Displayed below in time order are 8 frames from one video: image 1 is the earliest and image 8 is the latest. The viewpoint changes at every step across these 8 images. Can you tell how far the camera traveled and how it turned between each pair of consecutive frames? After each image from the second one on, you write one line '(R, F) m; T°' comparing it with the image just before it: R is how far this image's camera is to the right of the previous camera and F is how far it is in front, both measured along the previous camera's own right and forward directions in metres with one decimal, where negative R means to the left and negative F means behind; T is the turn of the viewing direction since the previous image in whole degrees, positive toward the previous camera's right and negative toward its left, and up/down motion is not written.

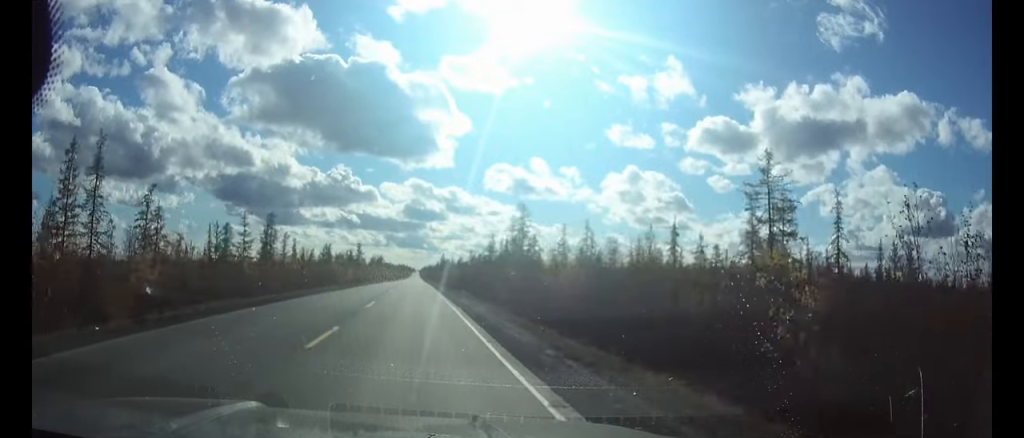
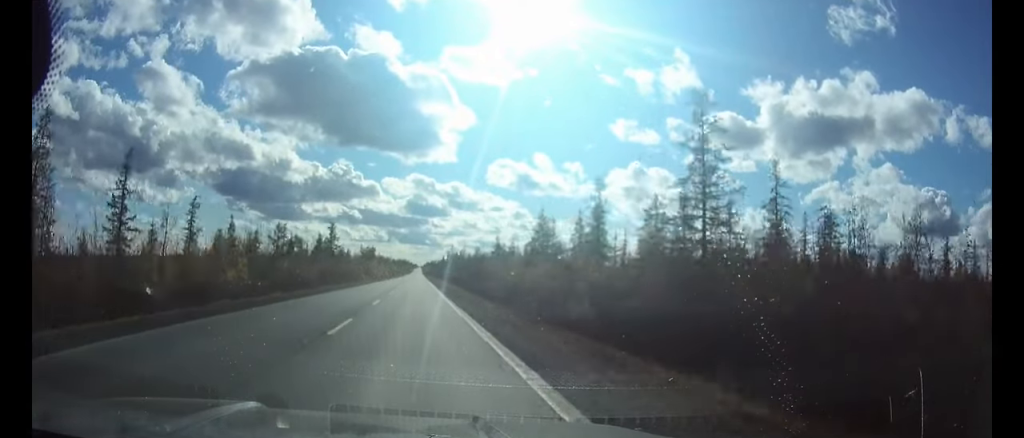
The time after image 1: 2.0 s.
(0.0, +62.6) m; 0°
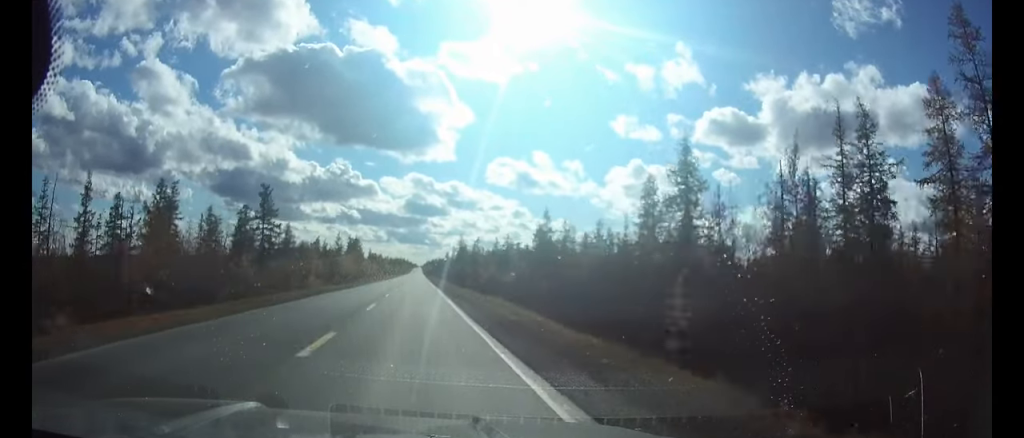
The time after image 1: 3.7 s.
(-0.1, +55.0) m; 0°
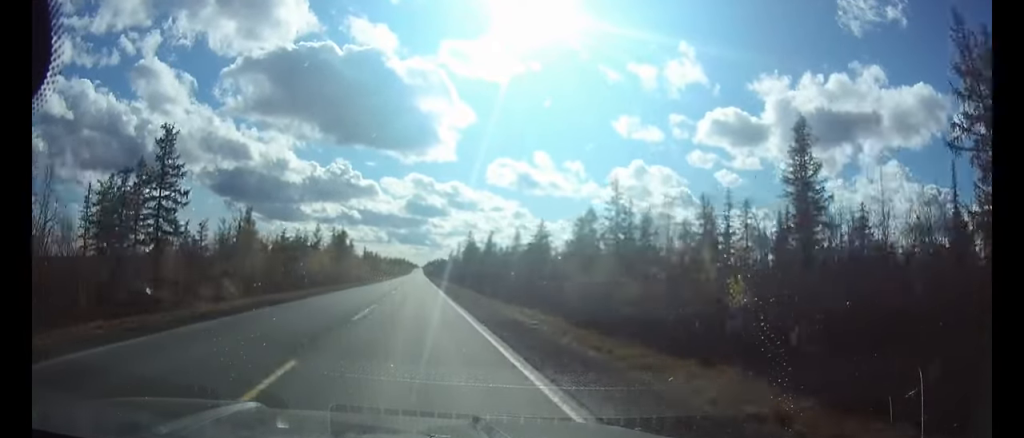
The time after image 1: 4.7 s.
(0.0, +28.9) m; 0°
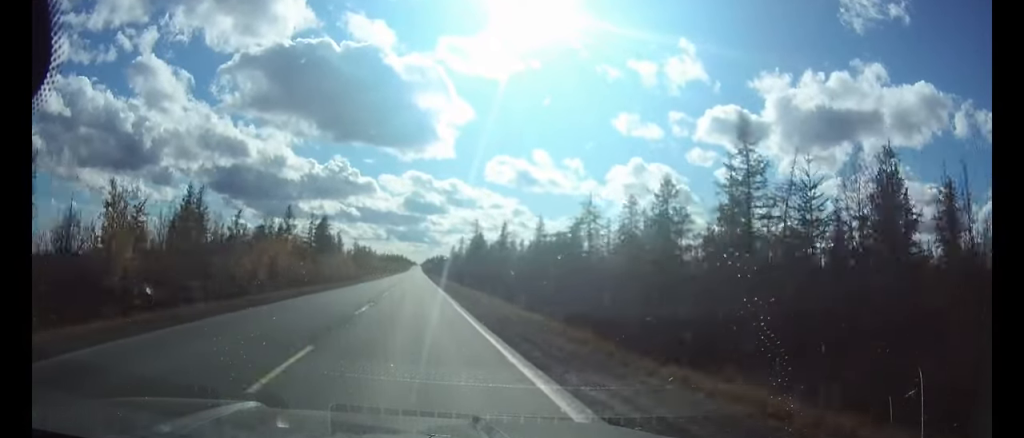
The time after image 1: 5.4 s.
(0.0, +21.8) m; 0°
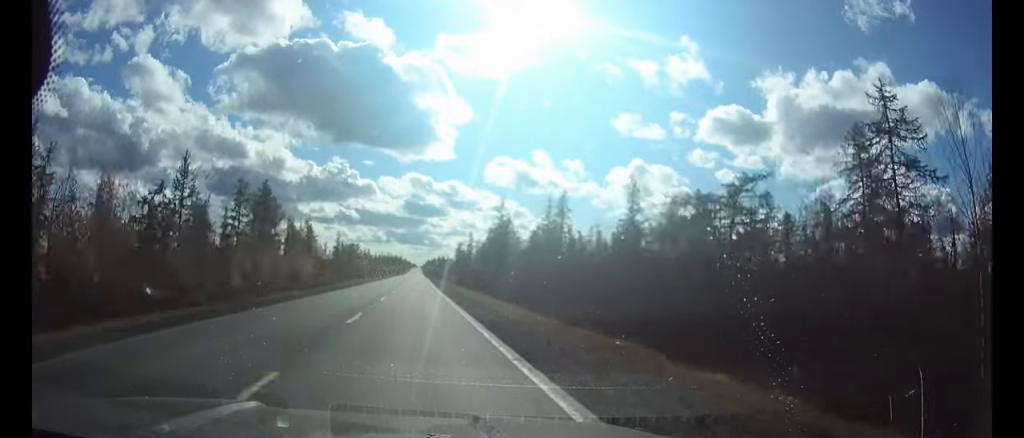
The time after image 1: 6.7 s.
(0.0, +38.7) m; 0°
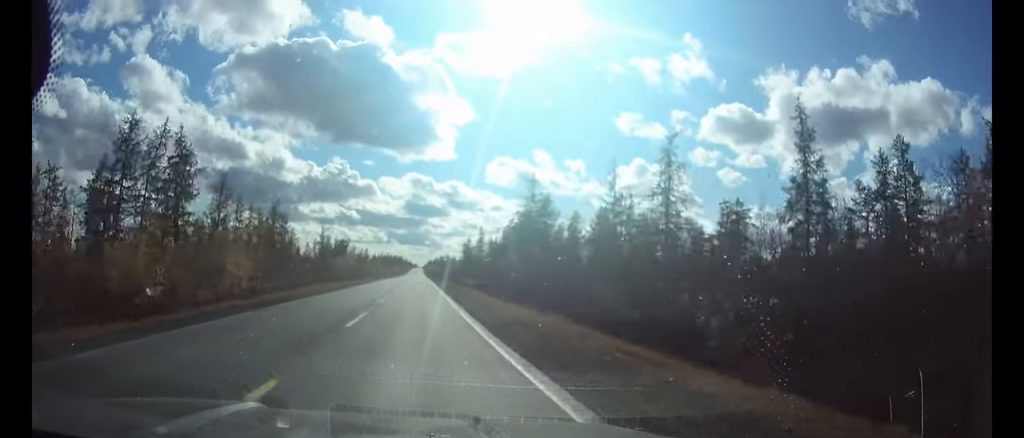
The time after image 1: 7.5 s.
(0.0, +25.3) m; 0°
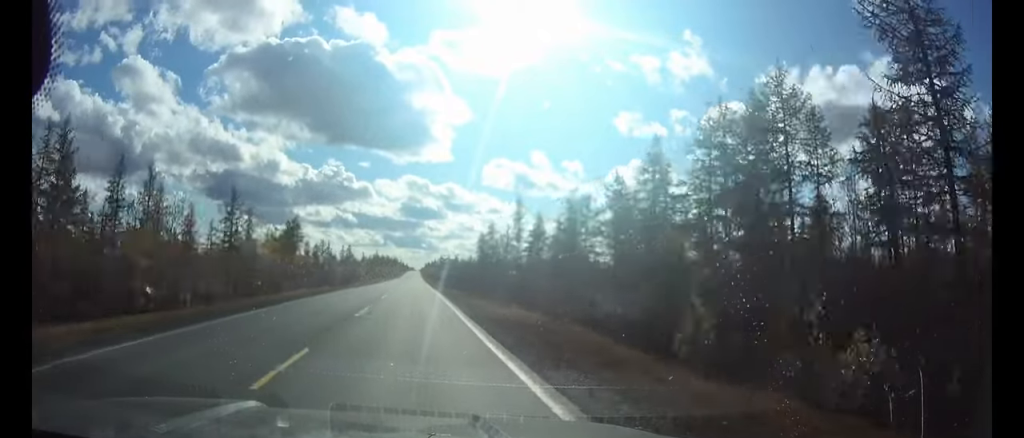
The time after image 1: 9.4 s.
(0.0, +55.8) m; 0°
